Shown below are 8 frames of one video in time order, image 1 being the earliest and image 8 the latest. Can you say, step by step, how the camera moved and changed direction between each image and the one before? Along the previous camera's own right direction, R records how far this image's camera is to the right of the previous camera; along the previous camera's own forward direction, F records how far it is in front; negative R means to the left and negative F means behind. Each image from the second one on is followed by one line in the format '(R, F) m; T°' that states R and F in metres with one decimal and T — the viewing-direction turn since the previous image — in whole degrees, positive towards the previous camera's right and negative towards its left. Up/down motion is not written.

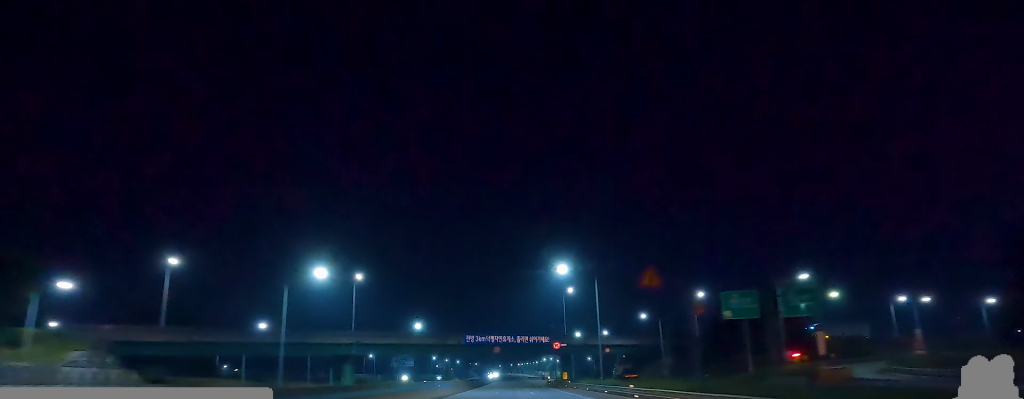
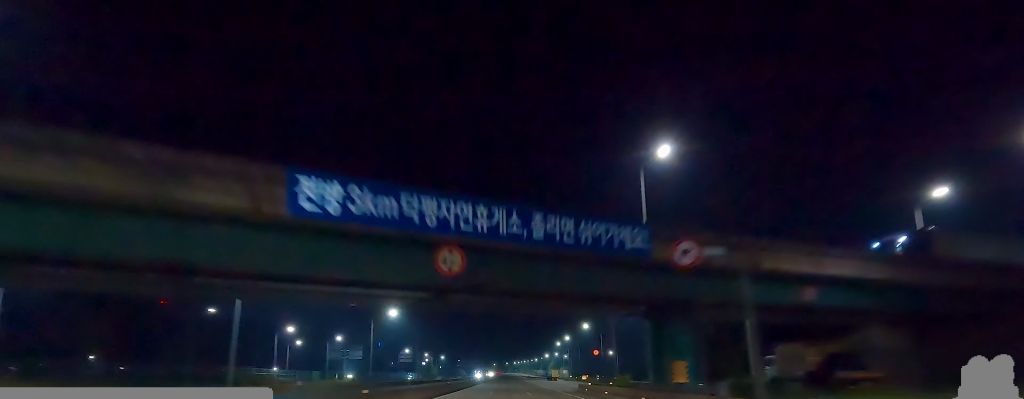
(+0.9, +63.5) m; +1°
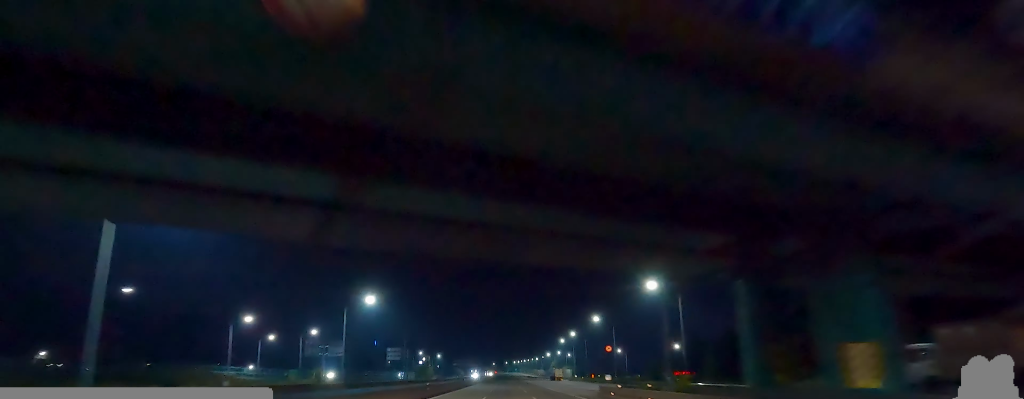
(+0.1, +14.9) m; -1°
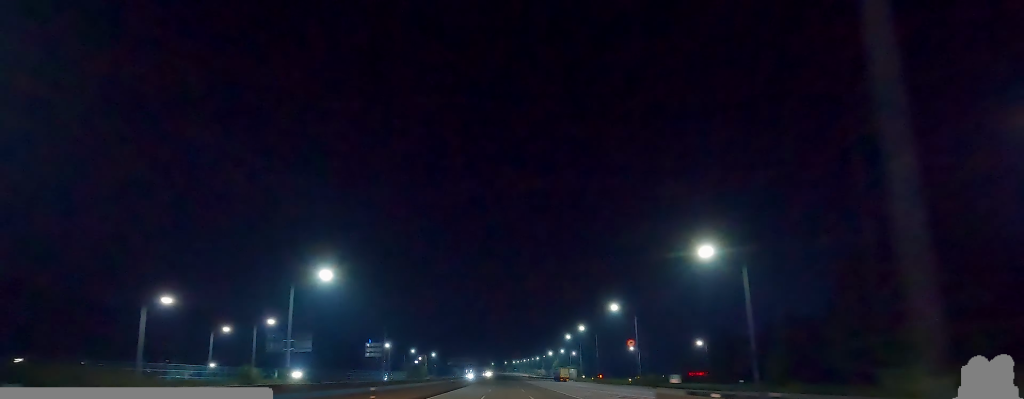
(-0.2, +18.5) m; -2°
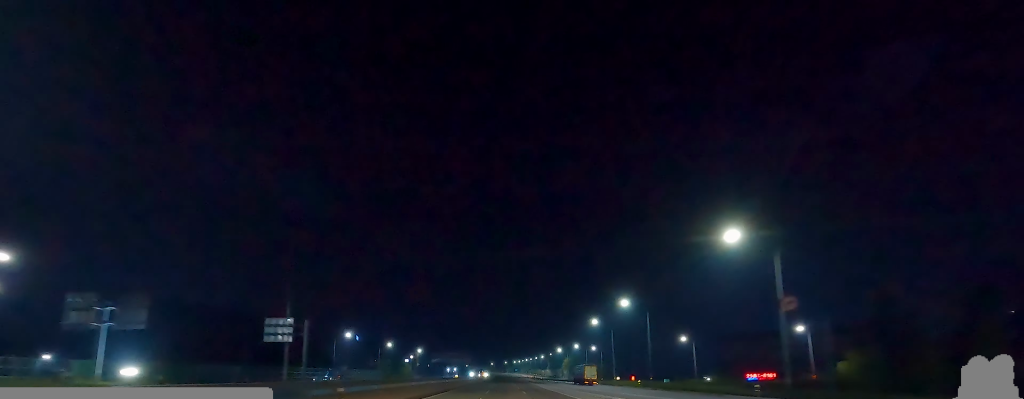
(-0.5, +45.2) m; 0°
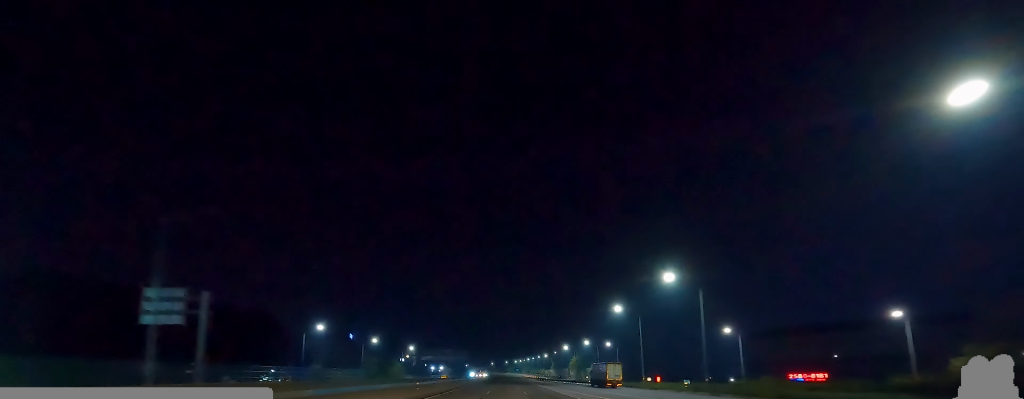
(+0.1, +21.4) m; +1°
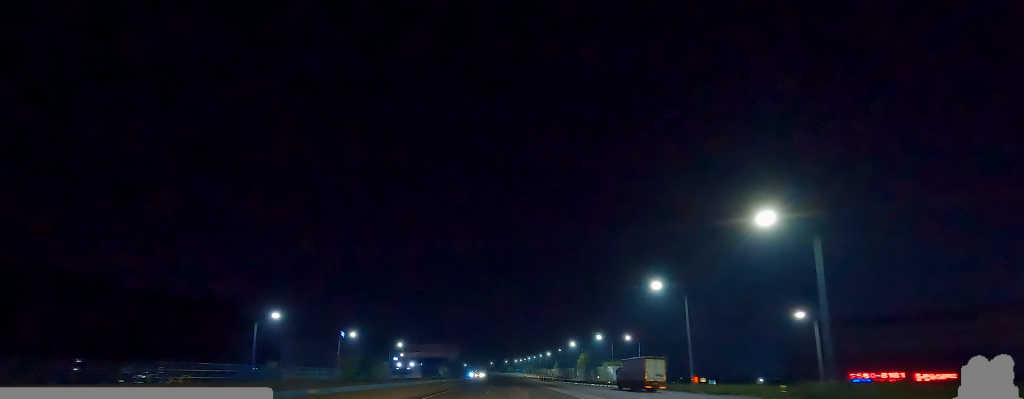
(-0.2, +22.1) m; +1°
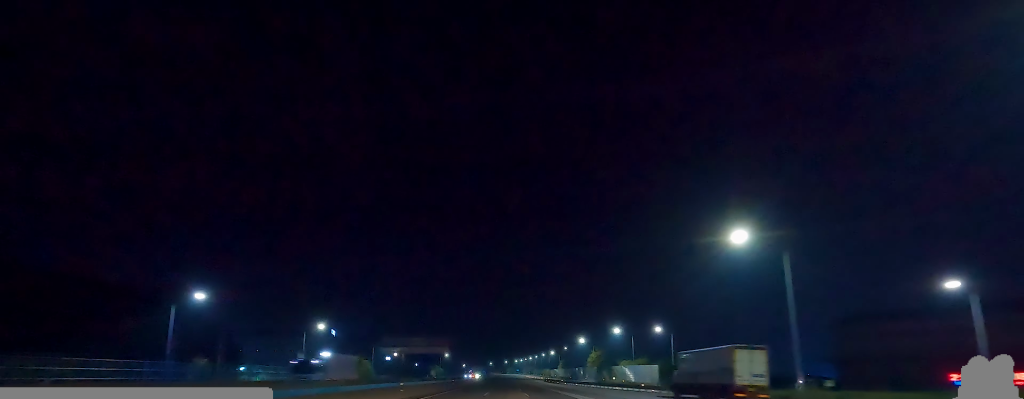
(+1.0, +23.0) m; 0°
